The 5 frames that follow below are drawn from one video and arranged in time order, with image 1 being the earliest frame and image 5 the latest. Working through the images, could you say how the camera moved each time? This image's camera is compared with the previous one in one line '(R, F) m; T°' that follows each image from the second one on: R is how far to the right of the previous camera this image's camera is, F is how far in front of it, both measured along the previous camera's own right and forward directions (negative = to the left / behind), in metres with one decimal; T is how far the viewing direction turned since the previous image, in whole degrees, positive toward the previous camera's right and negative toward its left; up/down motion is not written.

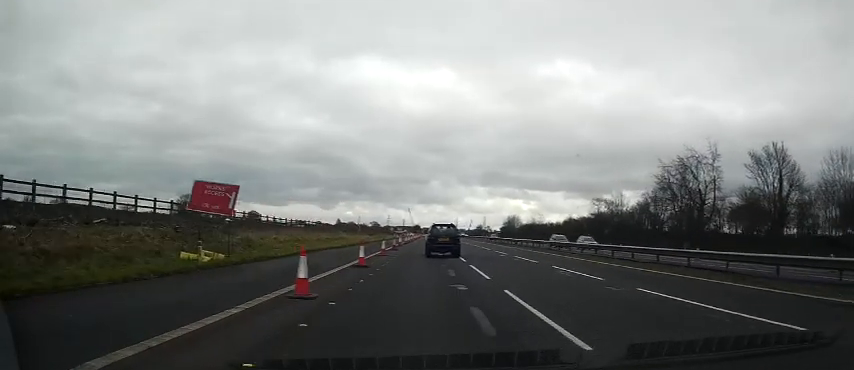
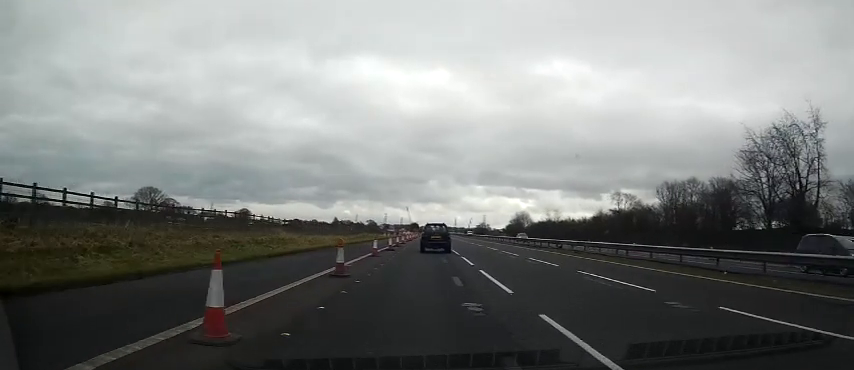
(0.0, +21.9) m; 0°
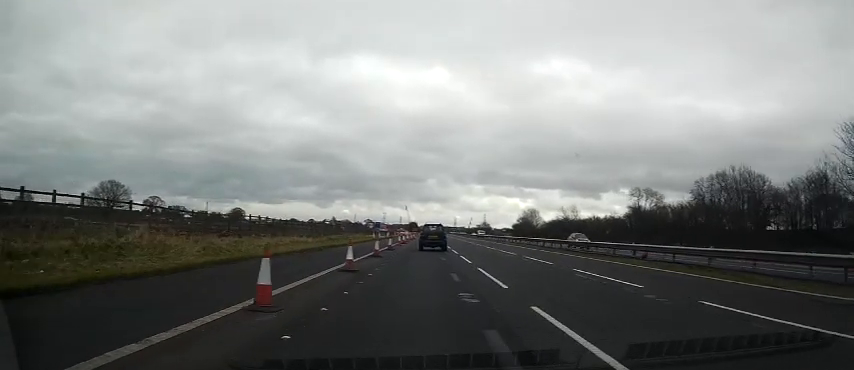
(+0.1, +17.1) m; -1°
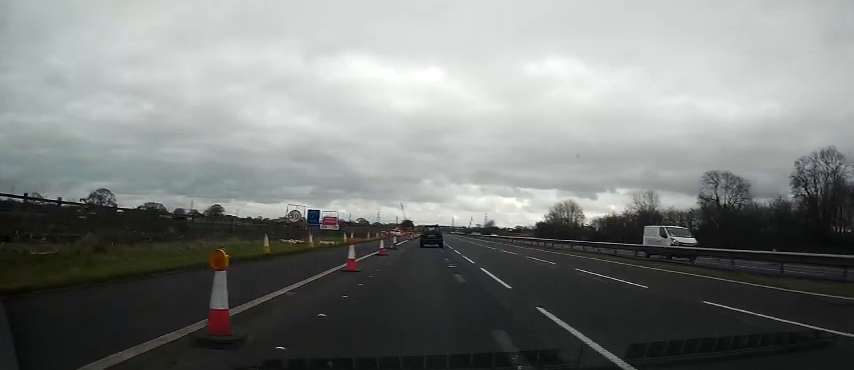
(-0.1, +45.2) m; +1°
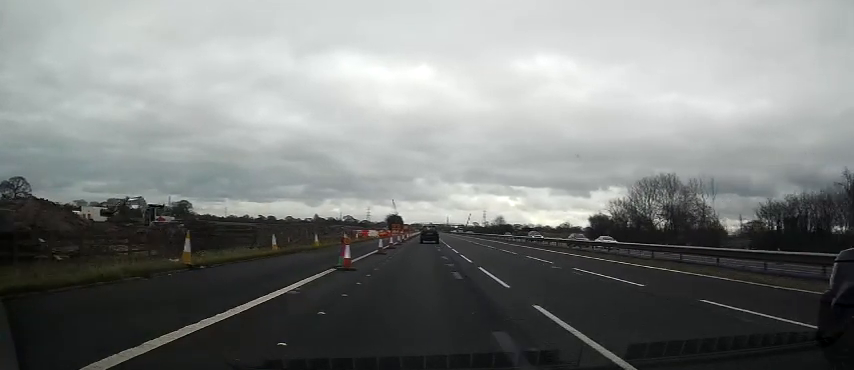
(-0.1, +53.7) m; 0°
